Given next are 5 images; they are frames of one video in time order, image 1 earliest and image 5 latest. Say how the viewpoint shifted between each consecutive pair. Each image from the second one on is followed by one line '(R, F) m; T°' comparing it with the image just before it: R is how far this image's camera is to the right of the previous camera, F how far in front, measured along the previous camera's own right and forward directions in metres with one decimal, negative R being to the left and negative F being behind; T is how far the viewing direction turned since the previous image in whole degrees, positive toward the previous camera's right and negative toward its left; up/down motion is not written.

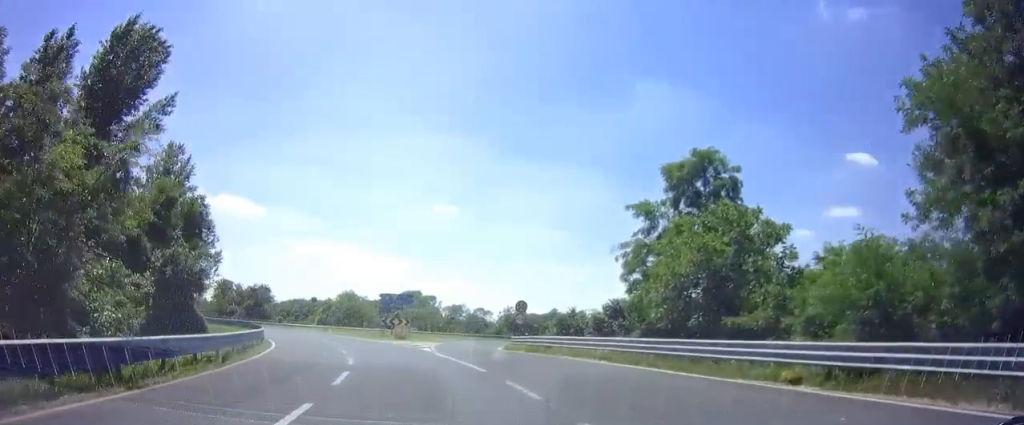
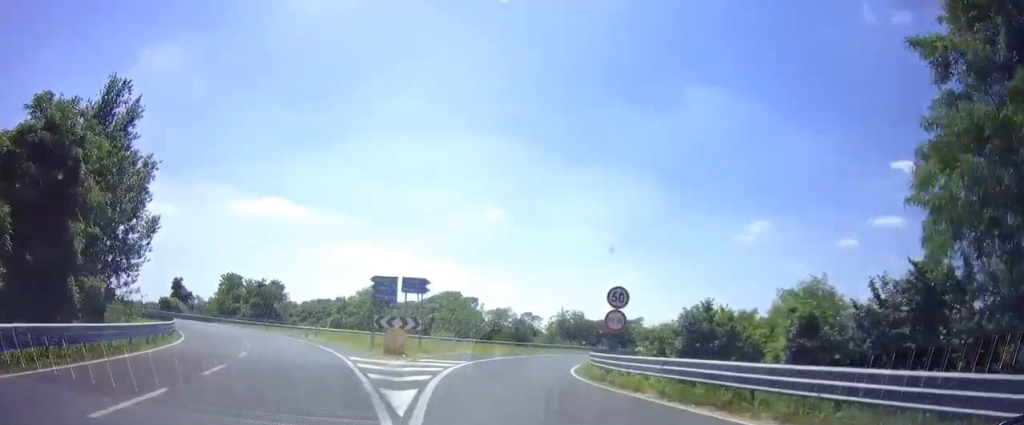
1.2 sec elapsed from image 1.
(-1.2, +17.1) m; -3°
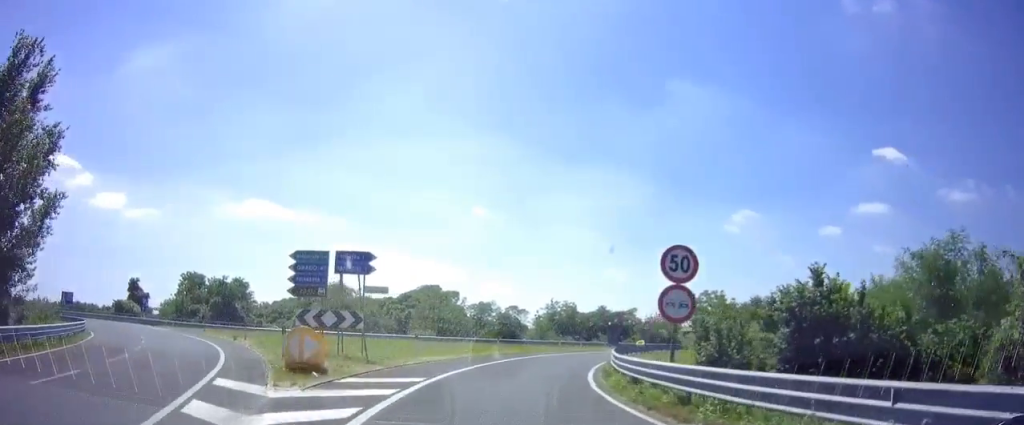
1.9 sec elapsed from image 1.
(0.0, +8.6) m; +2°
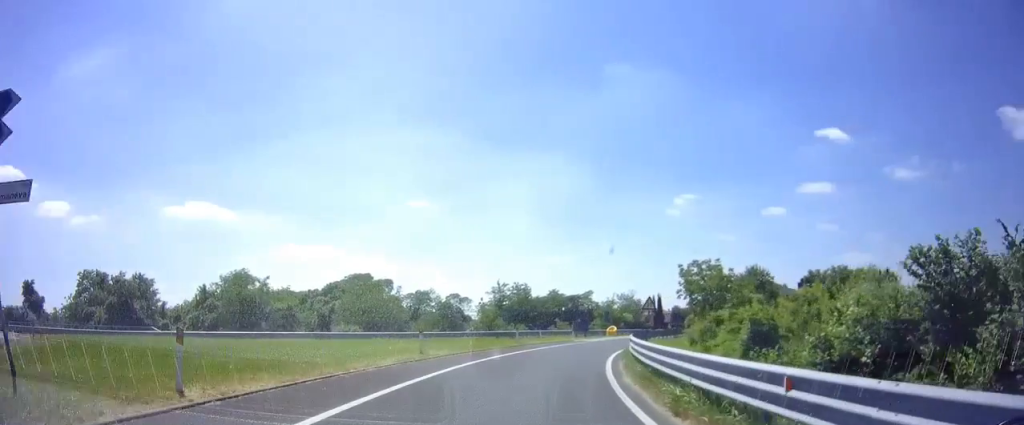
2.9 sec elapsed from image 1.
(+0.7, +13.4) m; +6°
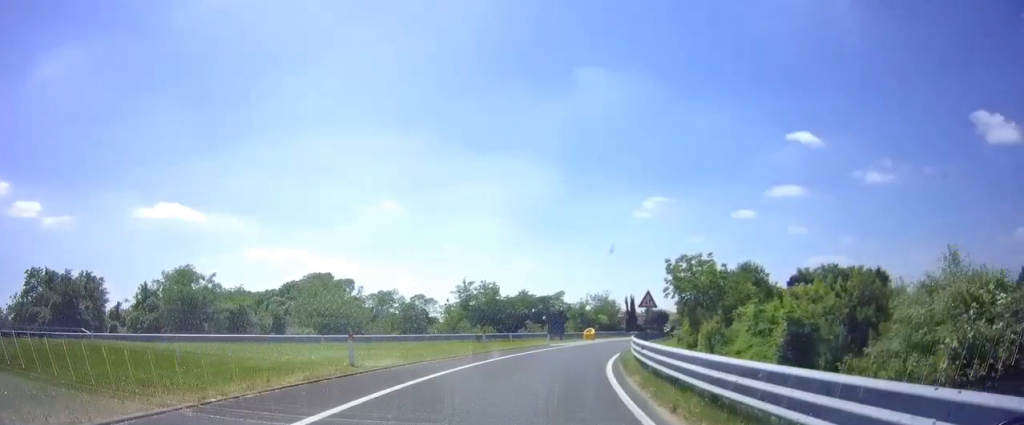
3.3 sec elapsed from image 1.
(+0.1, +5.3) m; +3°
